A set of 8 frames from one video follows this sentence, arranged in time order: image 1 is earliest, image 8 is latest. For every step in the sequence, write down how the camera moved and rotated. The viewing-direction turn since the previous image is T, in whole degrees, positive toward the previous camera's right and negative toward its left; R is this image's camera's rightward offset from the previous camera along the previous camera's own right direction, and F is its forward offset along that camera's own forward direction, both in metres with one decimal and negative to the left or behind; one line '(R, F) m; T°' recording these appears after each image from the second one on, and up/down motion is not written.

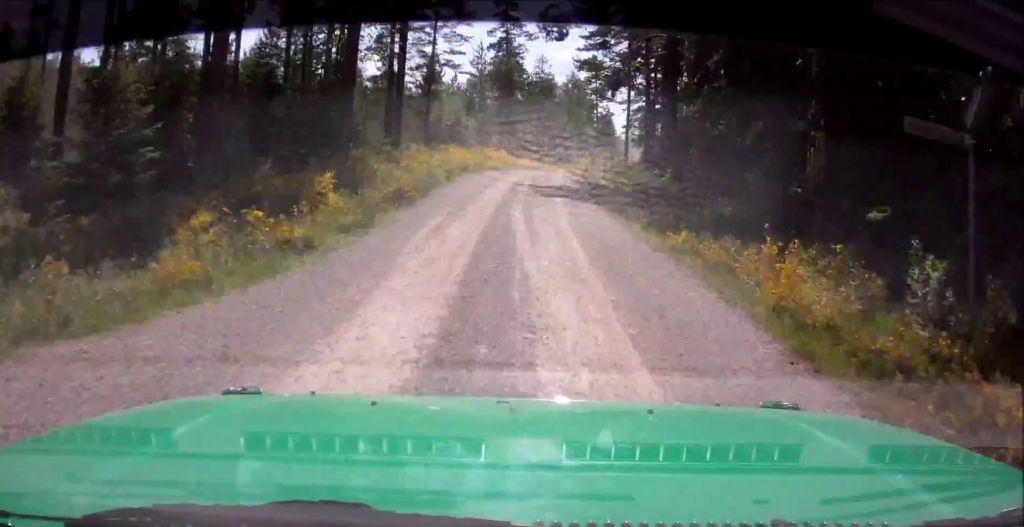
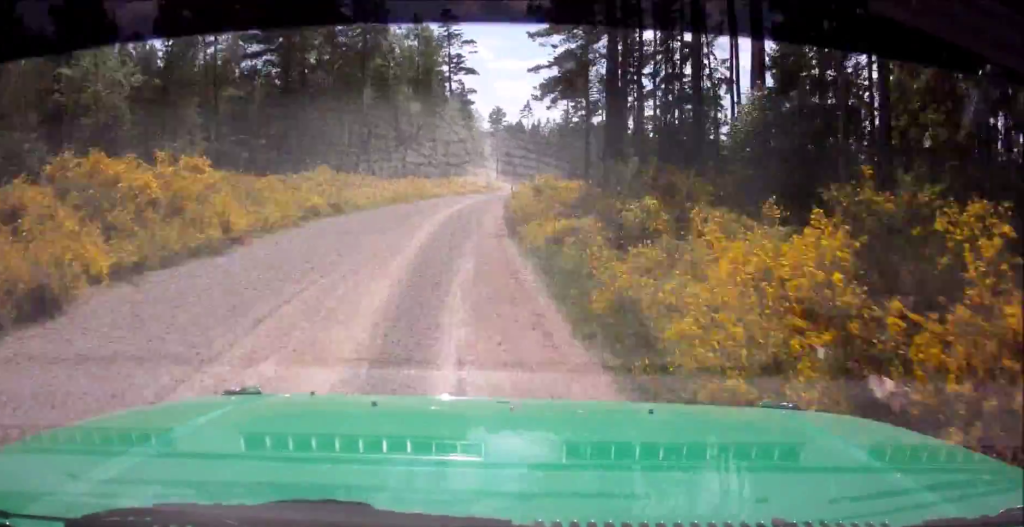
(+2.6, +46.6) m; +6°
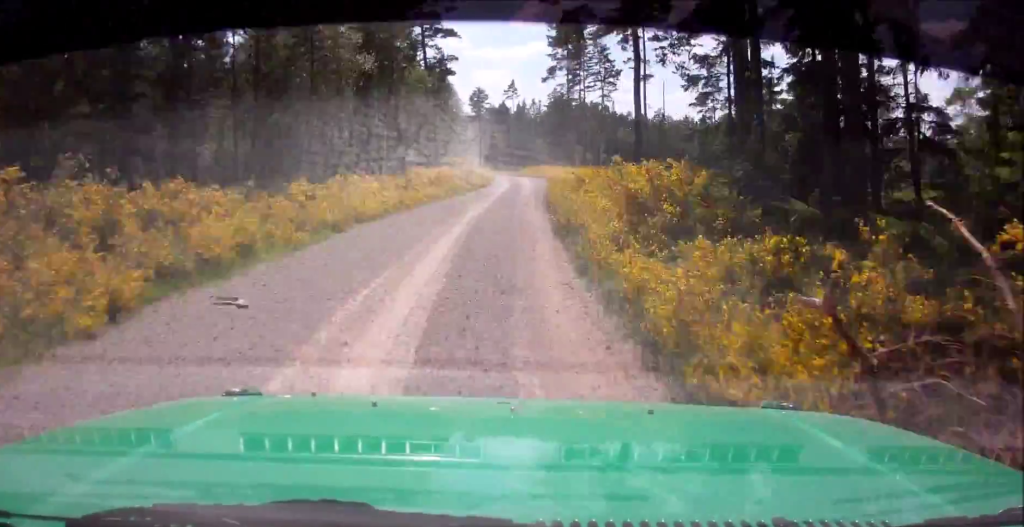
(+0.9, +21.3) m; +2°
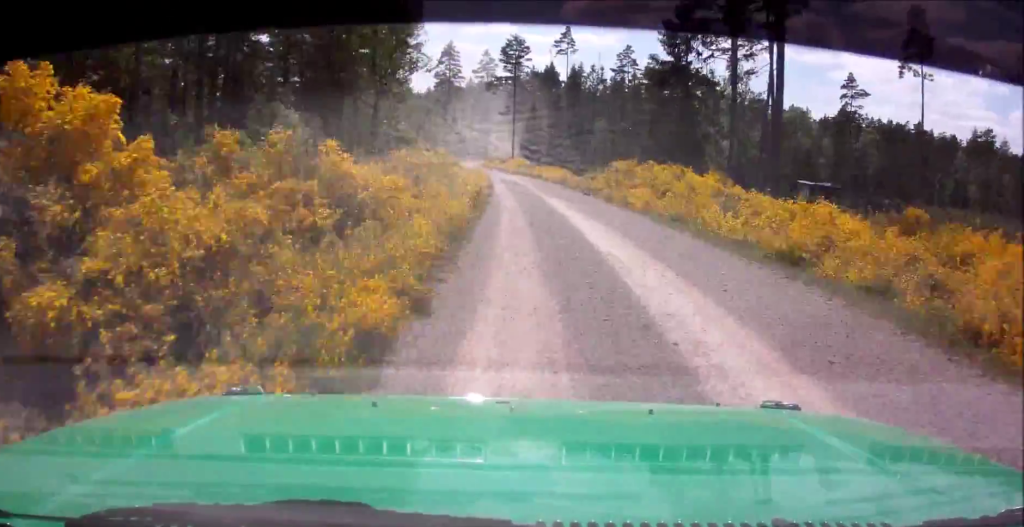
(-2.4, +67.9) m; -4°
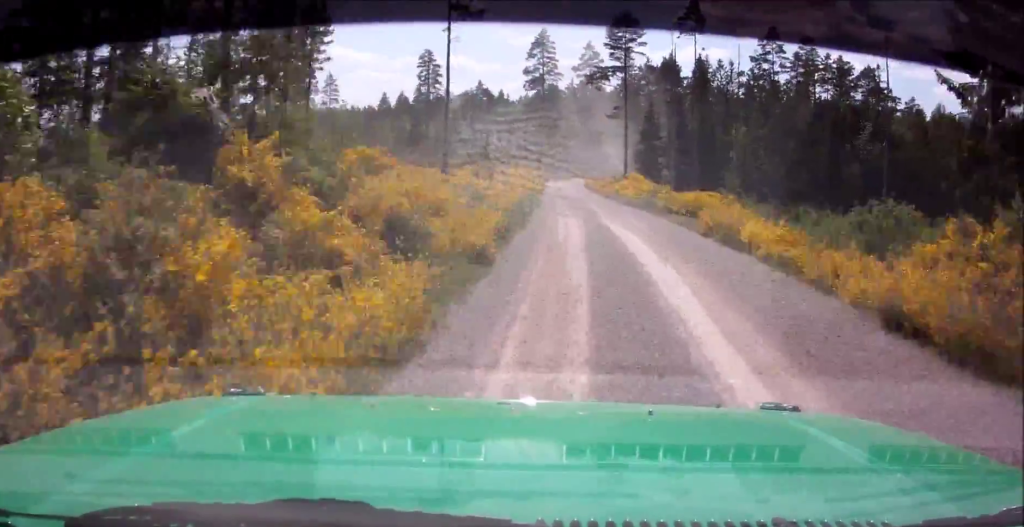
(-0.3, +34.1) m; 0°
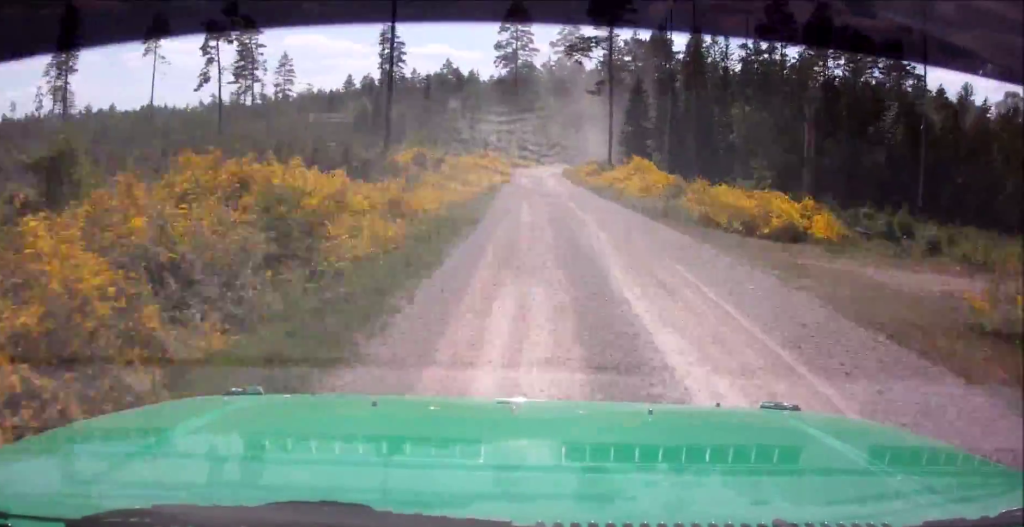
(+0.1, +12.8) m; +2°
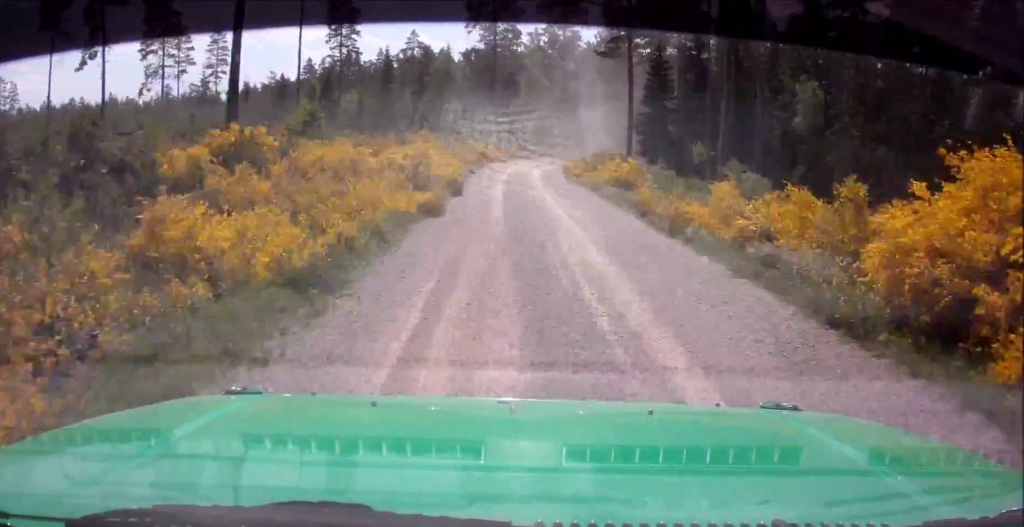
(+0.5, +25.0) m; +4°
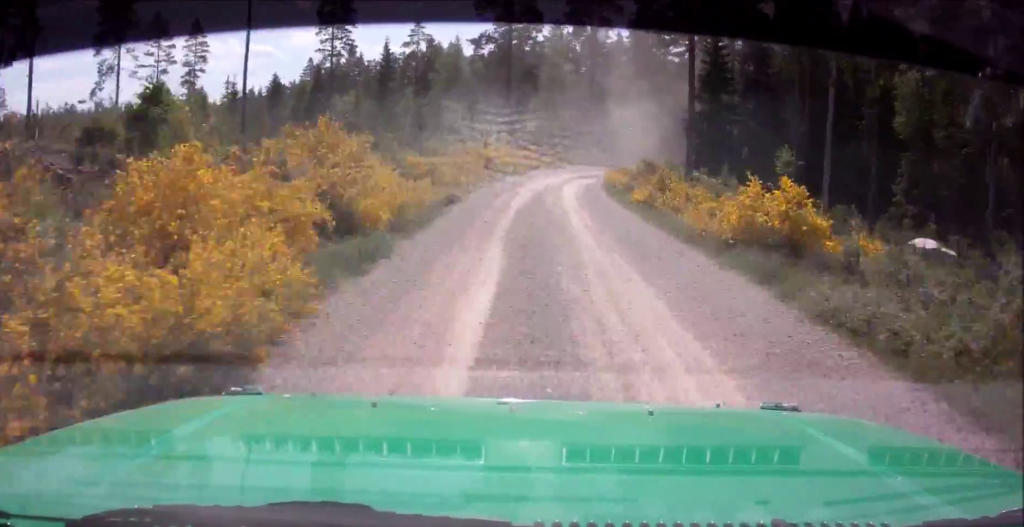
(+0.3, +15.7) m; +4°
